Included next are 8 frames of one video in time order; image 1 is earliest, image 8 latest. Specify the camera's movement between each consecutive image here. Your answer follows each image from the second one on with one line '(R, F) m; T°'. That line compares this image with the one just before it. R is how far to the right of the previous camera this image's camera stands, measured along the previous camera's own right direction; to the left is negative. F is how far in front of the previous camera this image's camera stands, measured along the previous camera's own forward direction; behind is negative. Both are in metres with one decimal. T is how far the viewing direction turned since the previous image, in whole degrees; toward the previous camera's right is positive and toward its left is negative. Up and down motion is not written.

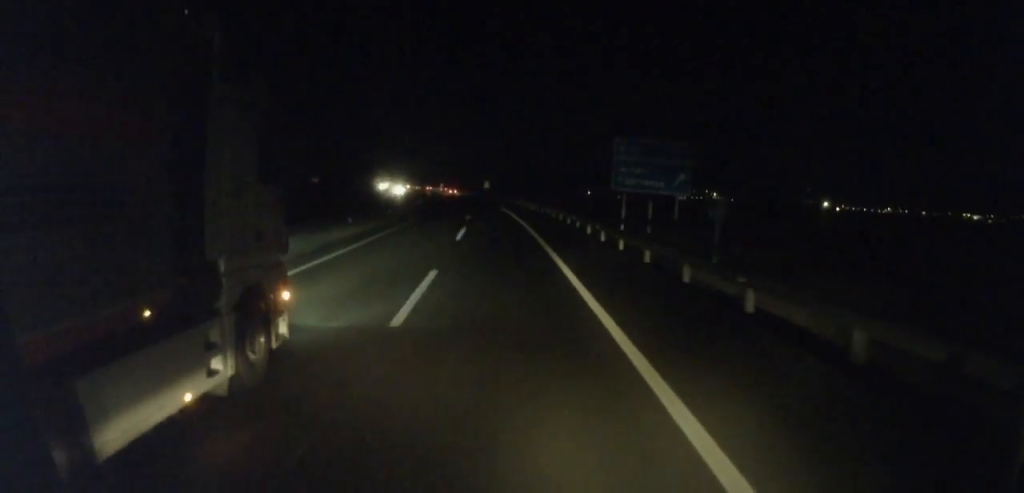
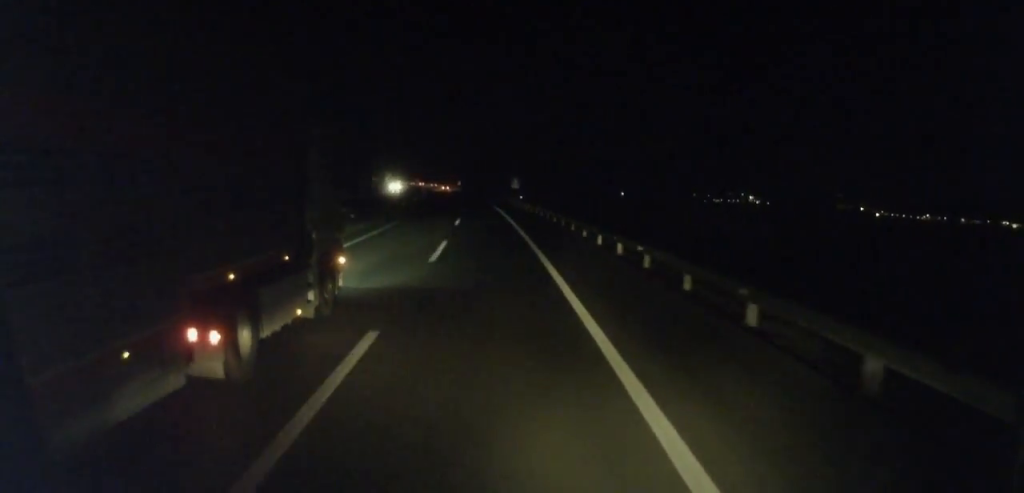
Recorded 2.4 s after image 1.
(0.0, +57.0) m; -2°
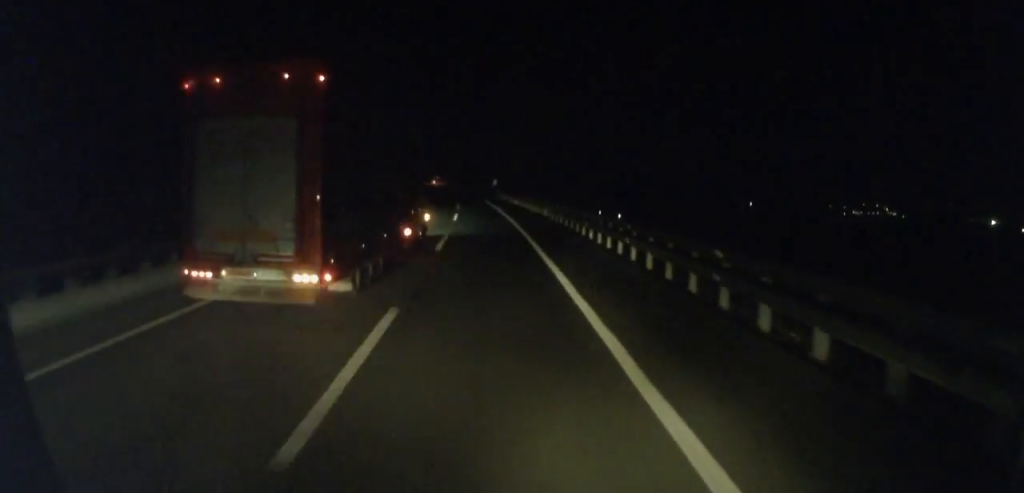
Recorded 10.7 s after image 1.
(-15.1, +196.6) m; -9°
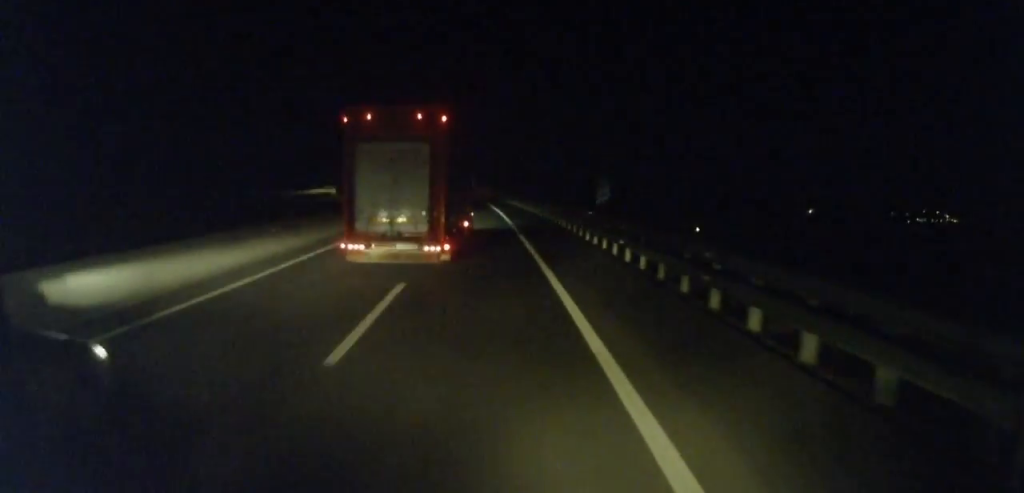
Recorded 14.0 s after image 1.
(-2.4, +79.9) m; -4°
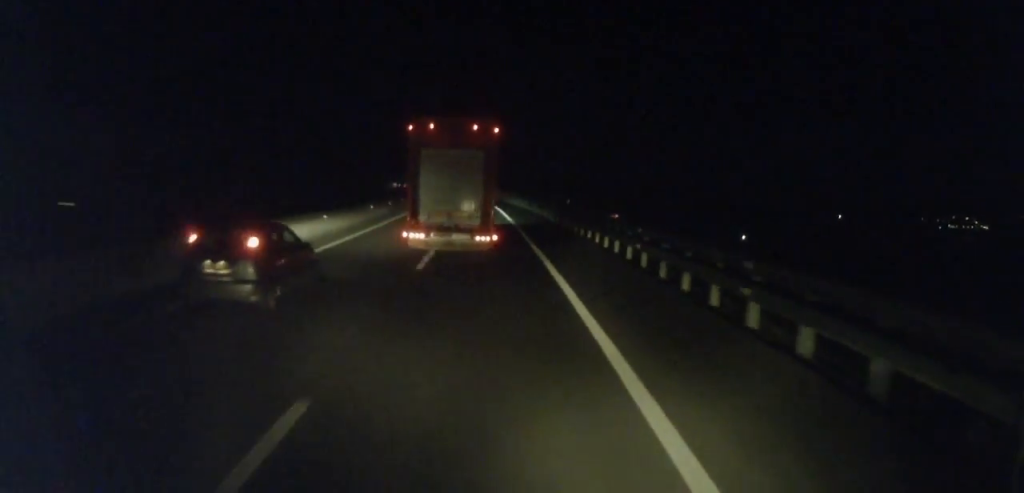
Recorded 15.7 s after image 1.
(-1.4, +41.5) m; -2°
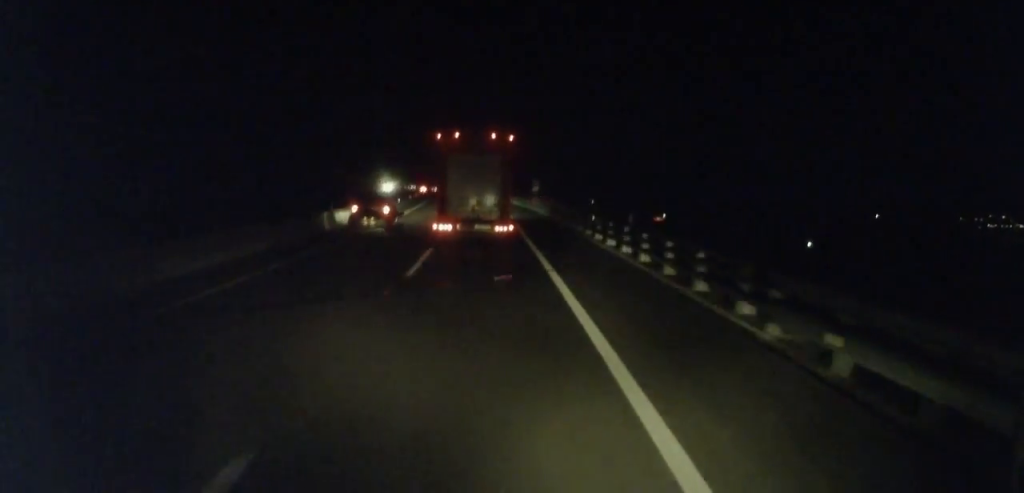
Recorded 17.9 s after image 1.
(-0.6, +51.1) m; -3°
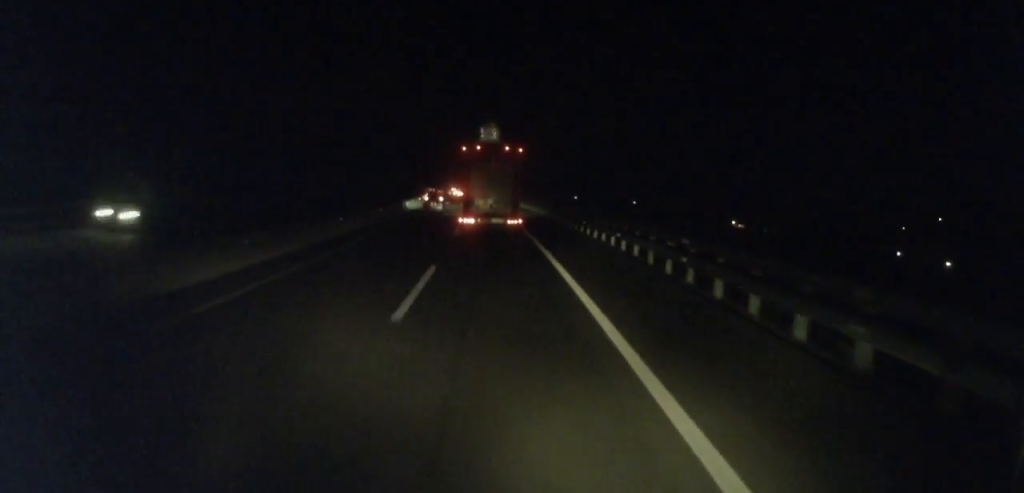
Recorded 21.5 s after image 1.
(-4.6, +86.0) m; -5°
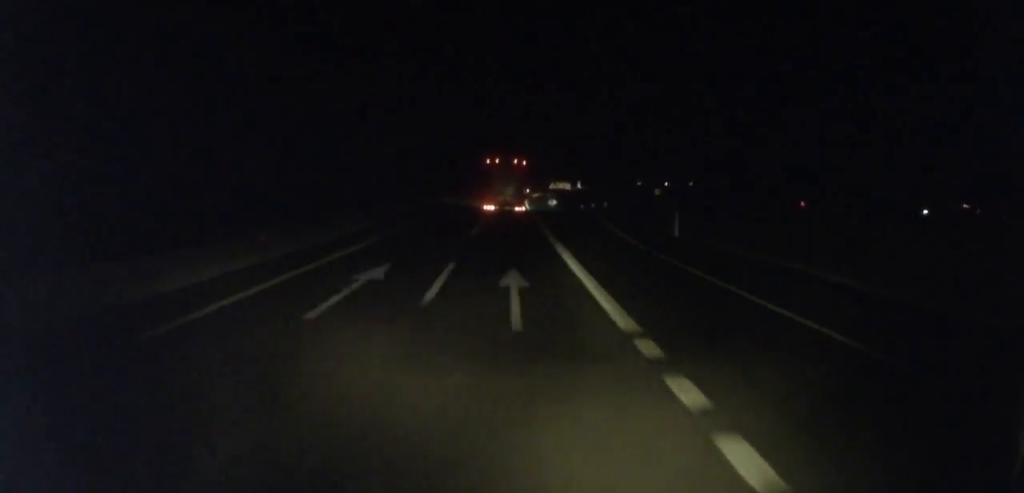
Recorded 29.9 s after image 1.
(-15.8, +200.4) m; -6°
